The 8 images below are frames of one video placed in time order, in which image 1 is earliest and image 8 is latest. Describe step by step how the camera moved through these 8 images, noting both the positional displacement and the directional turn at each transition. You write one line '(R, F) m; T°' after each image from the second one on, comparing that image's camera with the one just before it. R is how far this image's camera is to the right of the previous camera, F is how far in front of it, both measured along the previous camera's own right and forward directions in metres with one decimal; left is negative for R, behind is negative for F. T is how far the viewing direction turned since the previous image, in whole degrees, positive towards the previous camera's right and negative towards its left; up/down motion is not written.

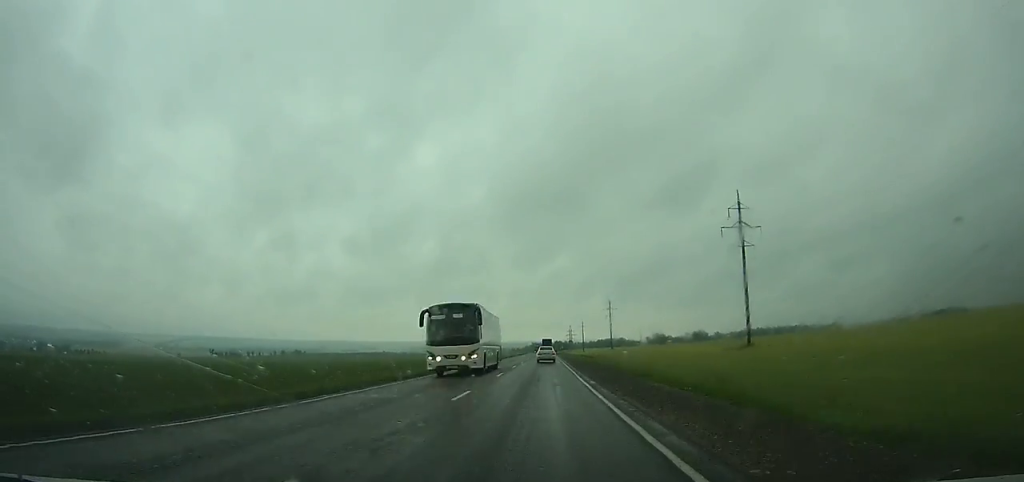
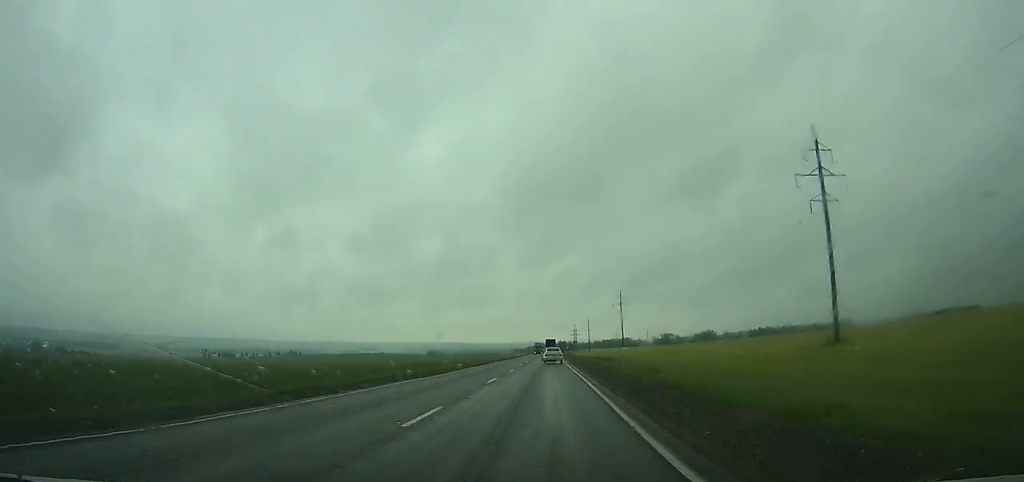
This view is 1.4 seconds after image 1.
(0.0, +28.9) m; 0°
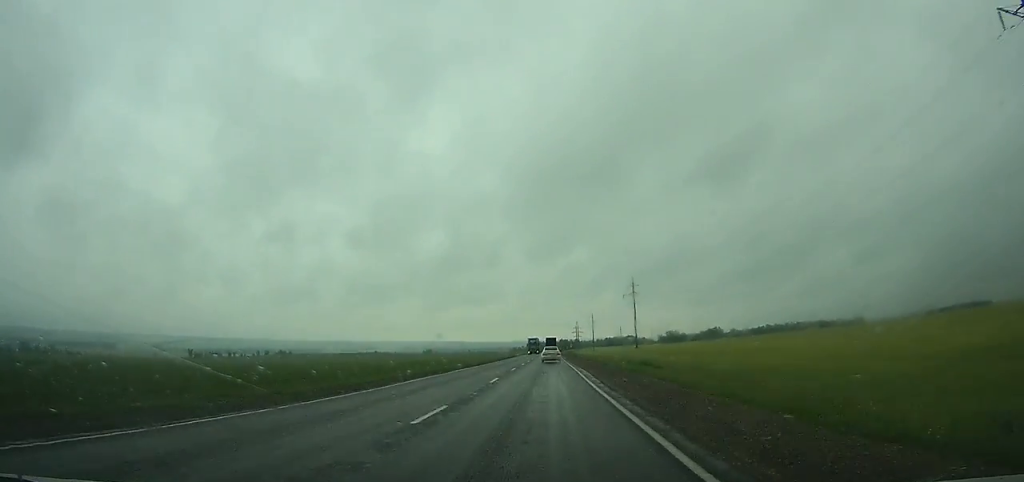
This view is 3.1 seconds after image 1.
(0.0, +35.0) m; 0°
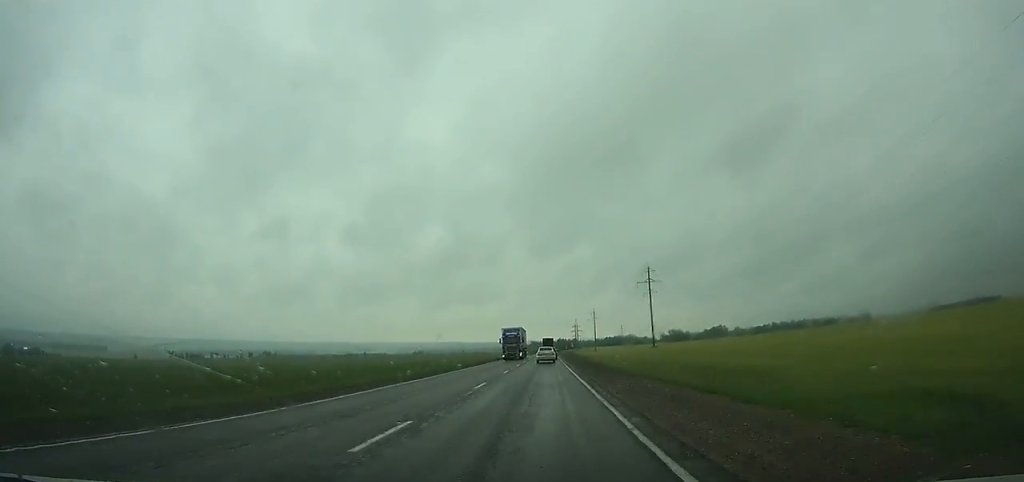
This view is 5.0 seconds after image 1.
(-0.1, +39.0) m; 0°
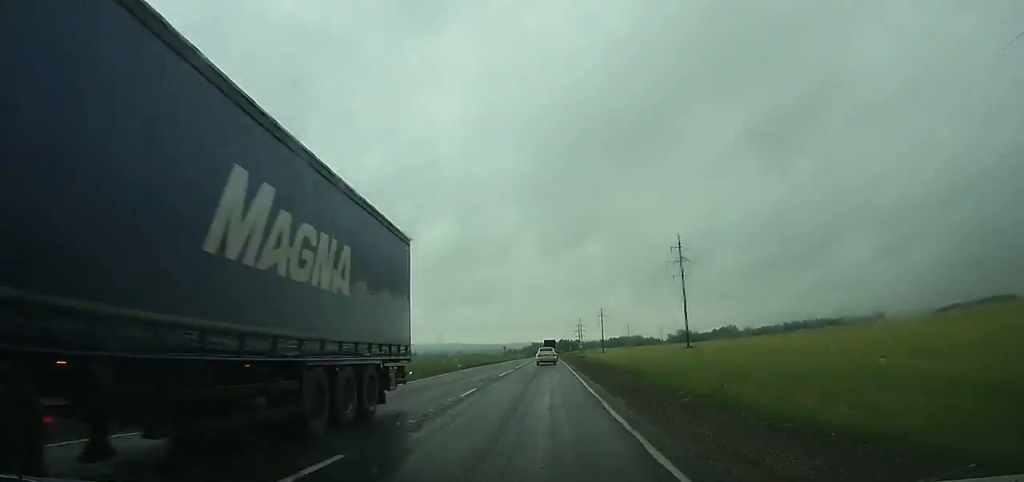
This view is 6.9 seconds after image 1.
(0.0, +38.4) m; 0°
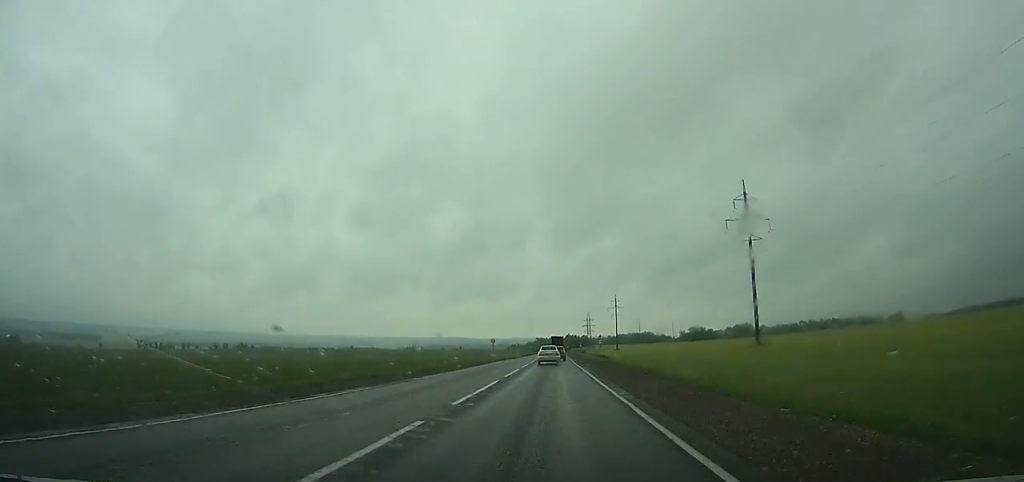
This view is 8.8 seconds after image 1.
(0.0, +37.9) m; 0°
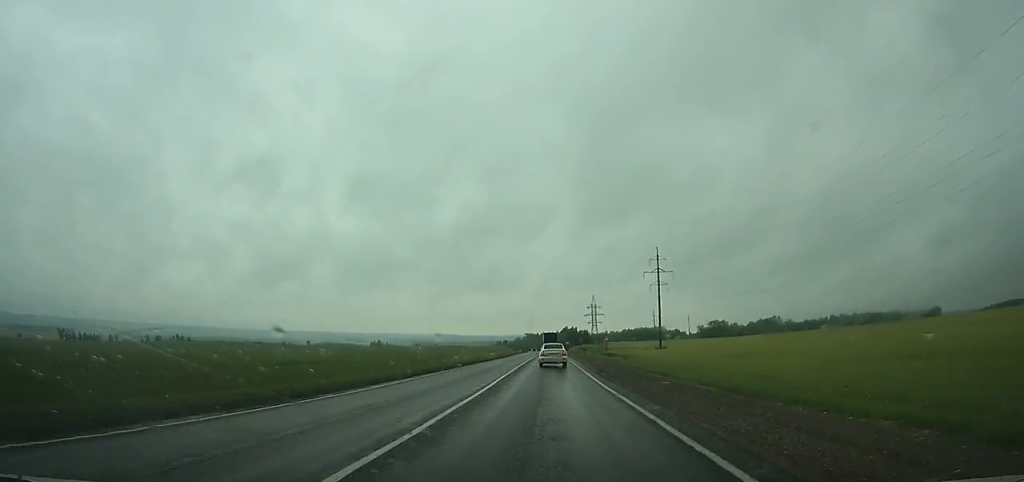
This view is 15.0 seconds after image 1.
(+0.5, +117.6) m; 0°
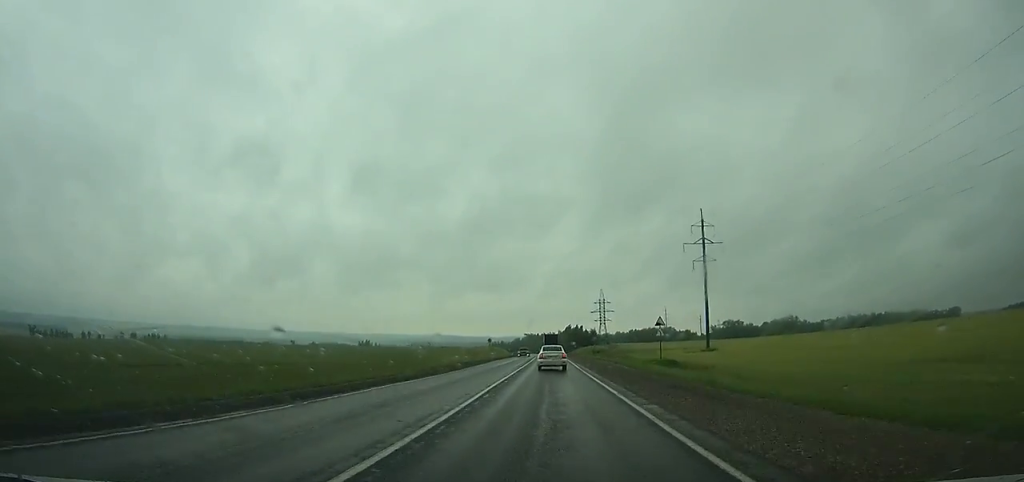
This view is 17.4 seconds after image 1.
(0.0, +43.3) m; 0°
